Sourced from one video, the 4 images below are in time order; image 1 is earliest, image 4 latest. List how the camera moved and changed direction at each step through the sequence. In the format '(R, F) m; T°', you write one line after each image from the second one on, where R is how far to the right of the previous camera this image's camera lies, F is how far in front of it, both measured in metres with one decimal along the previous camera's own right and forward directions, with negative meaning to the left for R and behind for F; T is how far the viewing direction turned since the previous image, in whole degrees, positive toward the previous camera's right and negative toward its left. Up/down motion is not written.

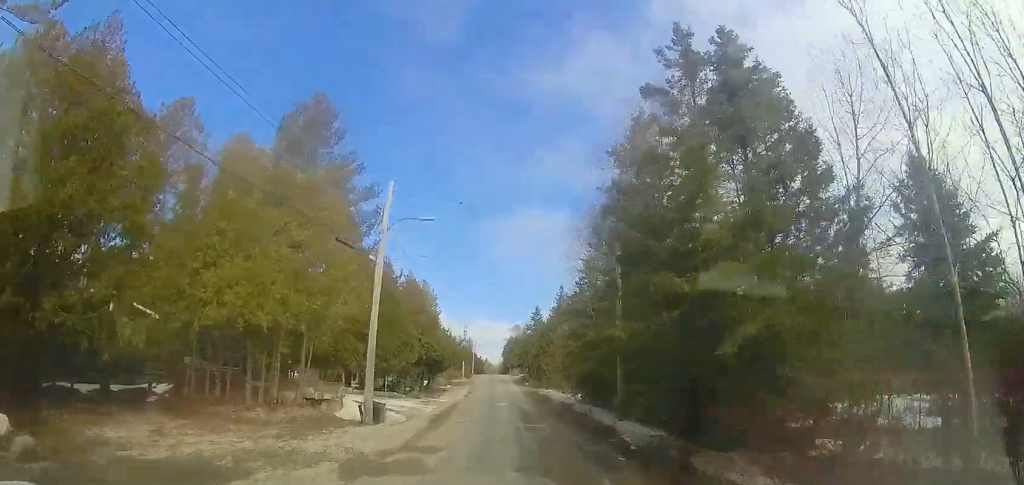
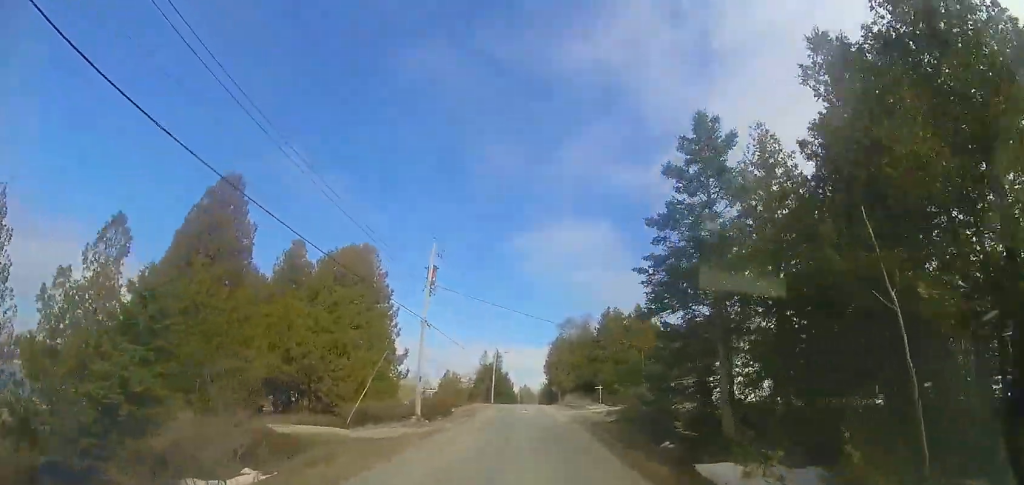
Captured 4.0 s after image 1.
(-5.8, +40.9) m; -19°
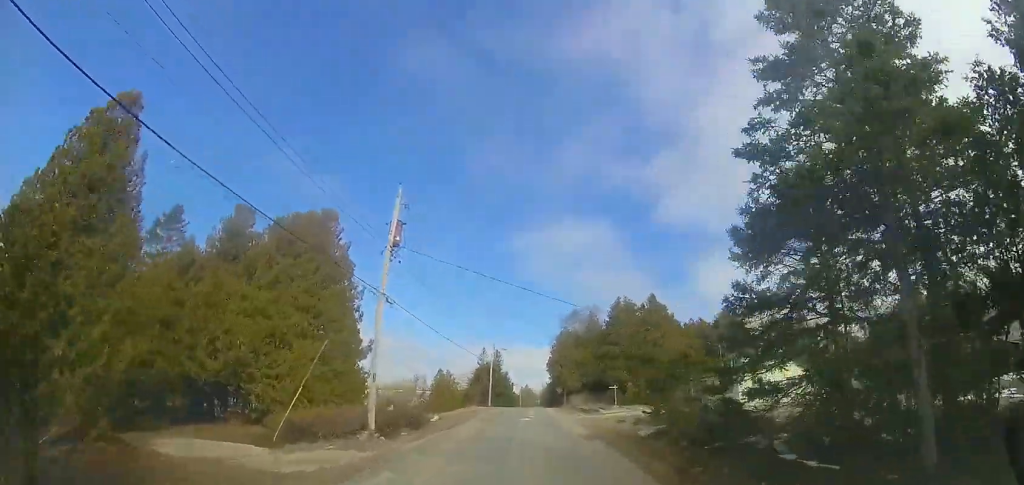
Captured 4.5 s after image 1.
(-0.1, +5.7) m; -1°
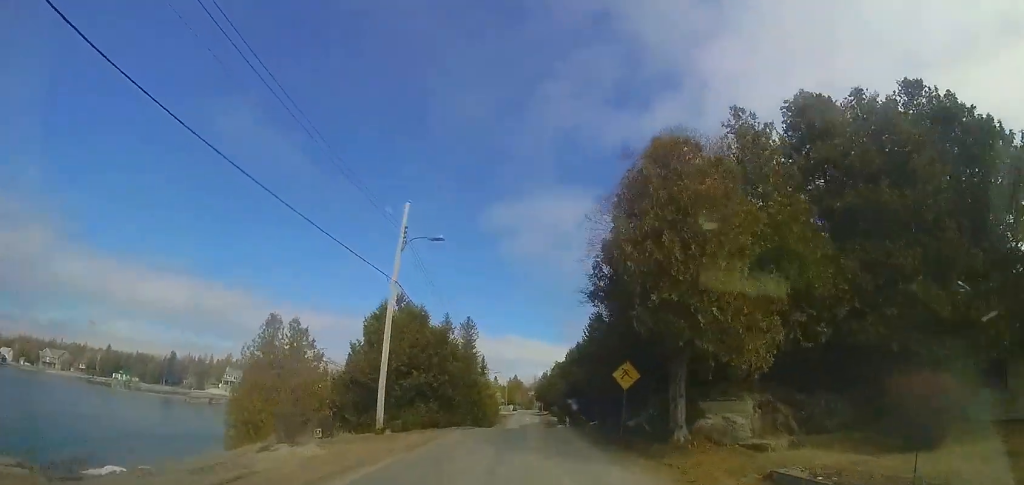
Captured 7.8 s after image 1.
(+2.2, +34.7) m; +8°
